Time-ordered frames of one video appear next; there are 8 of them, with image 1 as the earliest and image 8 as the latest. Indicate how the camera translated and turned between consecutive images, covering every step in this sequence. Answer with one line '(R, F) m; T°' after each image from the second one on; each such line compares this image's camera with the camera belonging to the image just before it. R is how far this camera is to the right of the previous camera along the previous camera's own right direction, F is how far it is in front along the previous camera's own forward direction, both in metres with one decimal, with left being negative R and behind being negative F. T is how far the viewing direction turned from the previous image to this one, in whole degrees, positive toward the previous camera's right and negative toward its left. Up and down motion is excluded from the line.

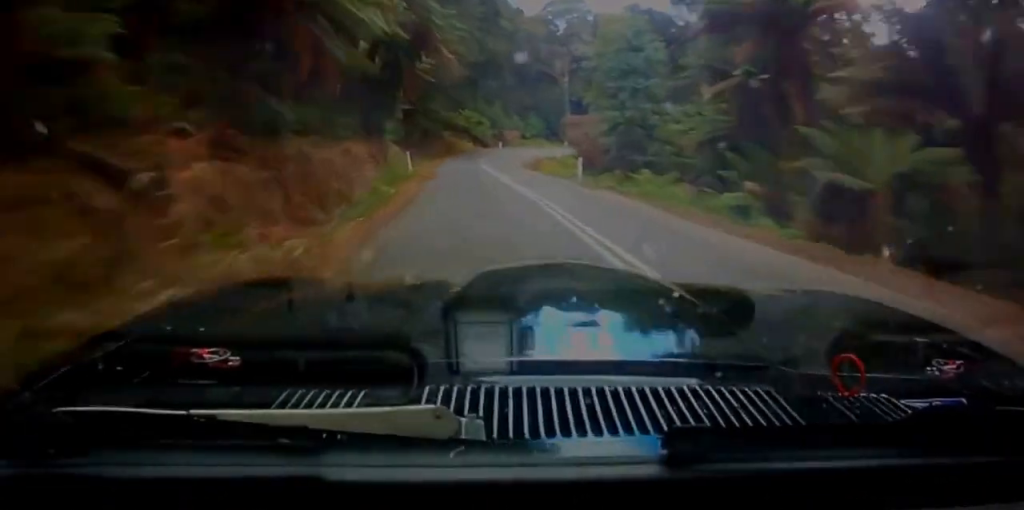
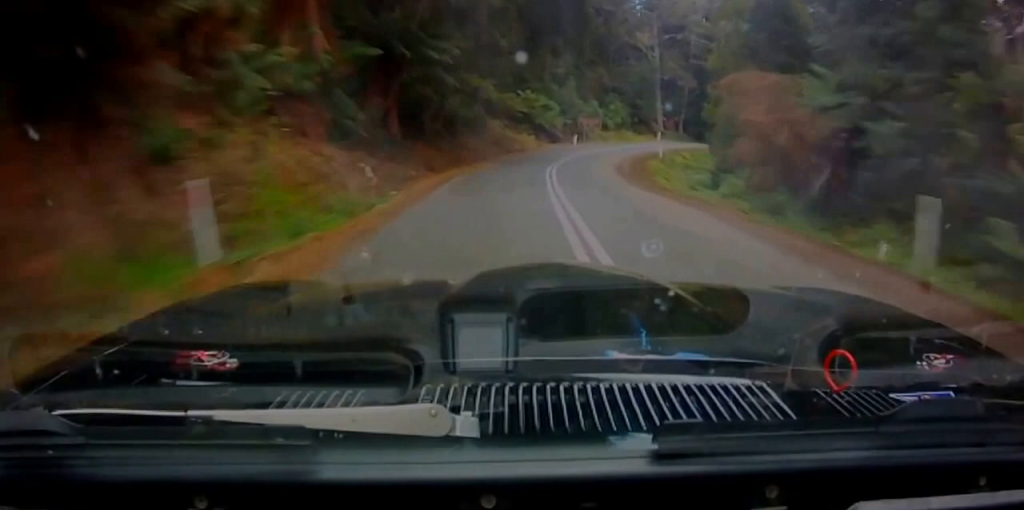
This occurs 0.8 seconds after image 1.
(0.0, +19.1) m; 0°
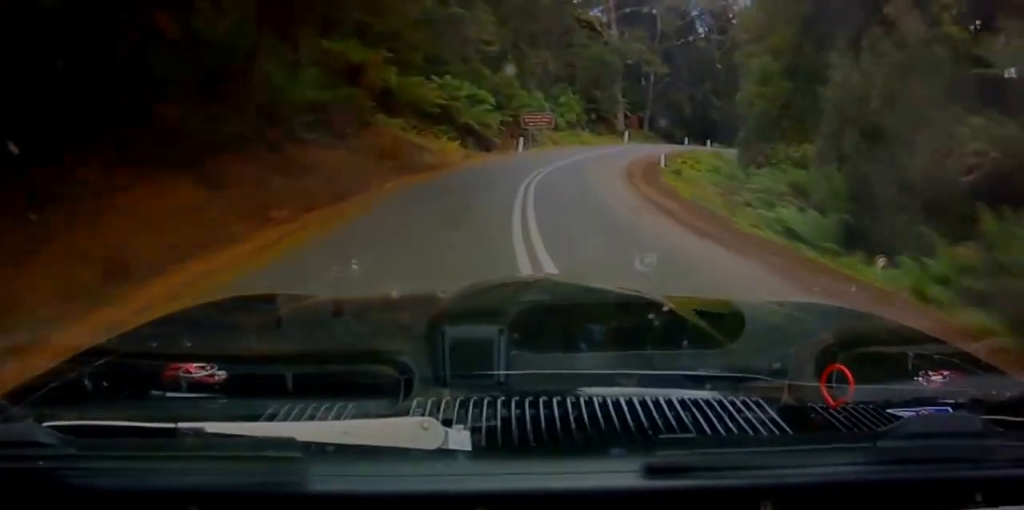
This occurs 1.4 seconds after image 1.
(0.0, +15.2) m; 0°
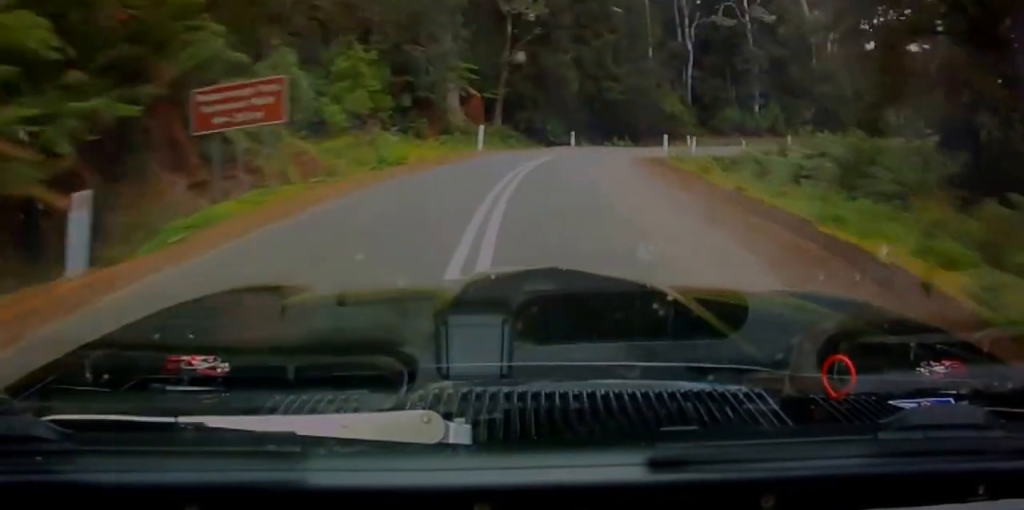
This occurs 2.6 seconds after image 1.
(+0.1, +30.4) m; +13°
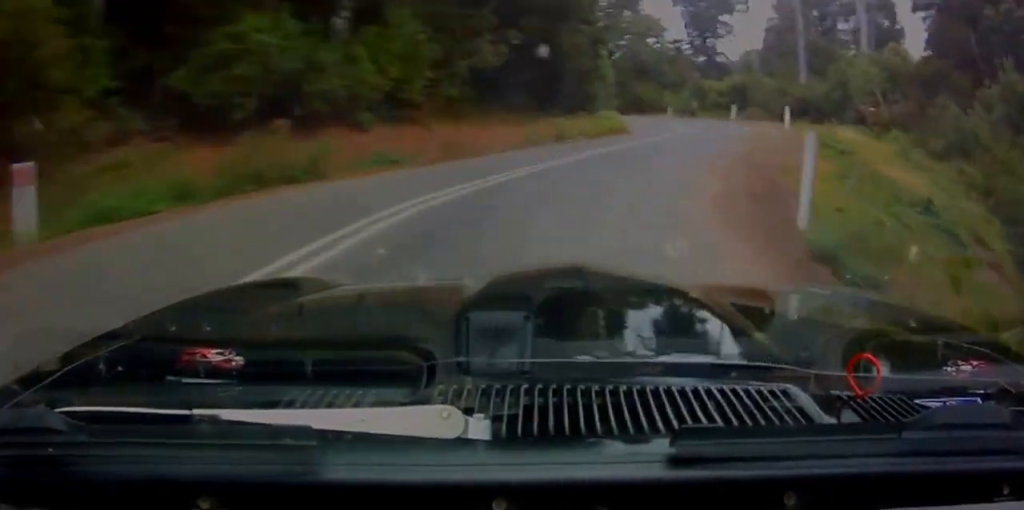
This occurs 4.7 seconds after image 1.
(+17.6, +40.9) m; +33°
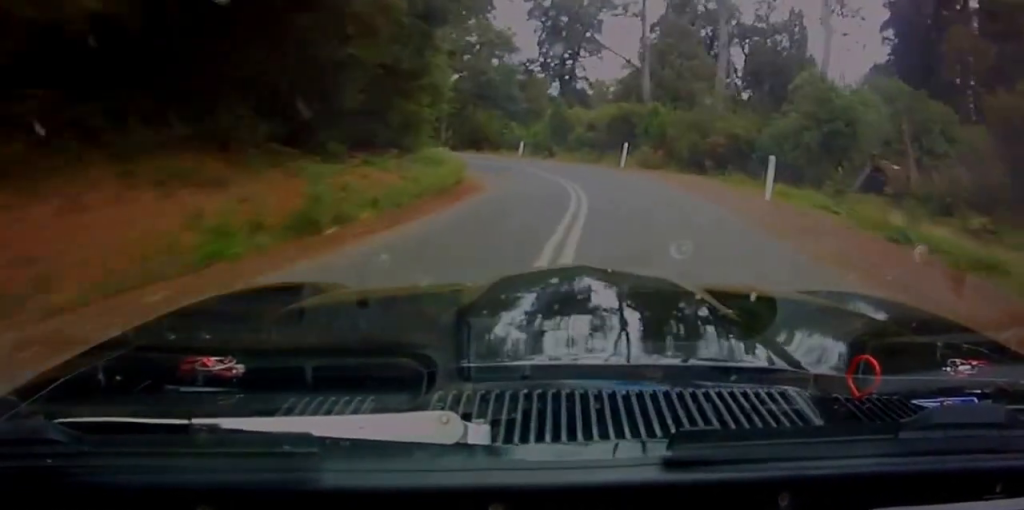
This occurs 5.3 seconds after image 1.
(0.0, +11.9) m; 0°
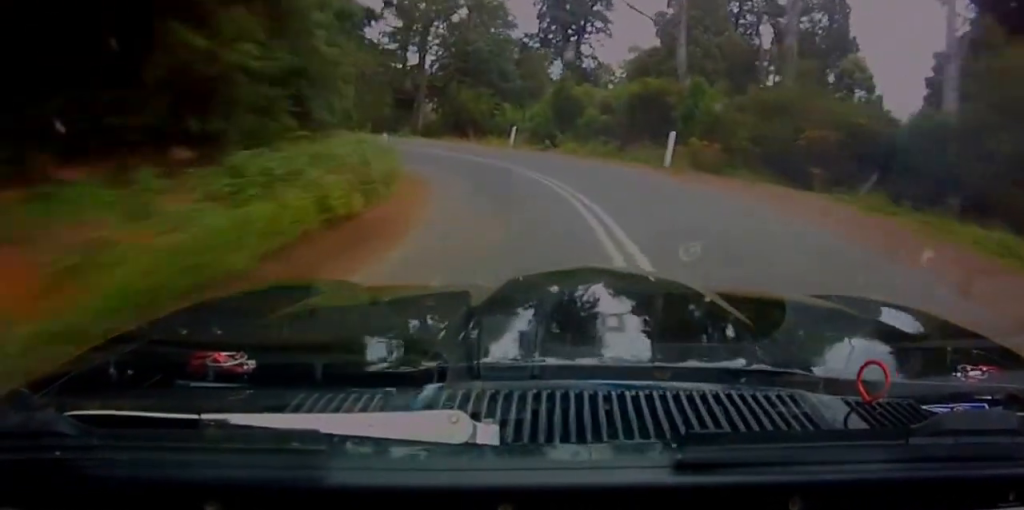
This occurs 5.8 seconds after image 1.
(0.0, +8.4) m; 0°
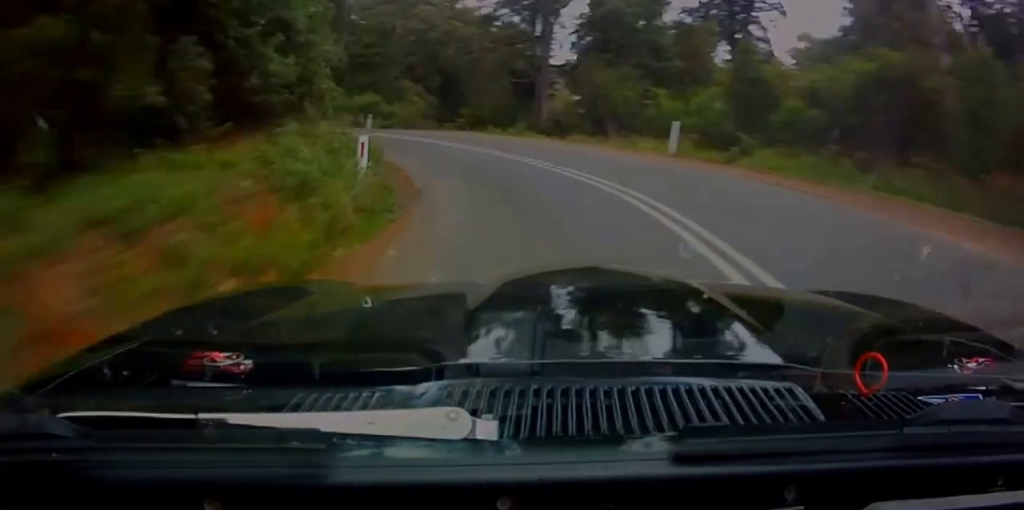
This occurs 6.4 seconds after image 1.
(0.0, +9.7) m; +1°
